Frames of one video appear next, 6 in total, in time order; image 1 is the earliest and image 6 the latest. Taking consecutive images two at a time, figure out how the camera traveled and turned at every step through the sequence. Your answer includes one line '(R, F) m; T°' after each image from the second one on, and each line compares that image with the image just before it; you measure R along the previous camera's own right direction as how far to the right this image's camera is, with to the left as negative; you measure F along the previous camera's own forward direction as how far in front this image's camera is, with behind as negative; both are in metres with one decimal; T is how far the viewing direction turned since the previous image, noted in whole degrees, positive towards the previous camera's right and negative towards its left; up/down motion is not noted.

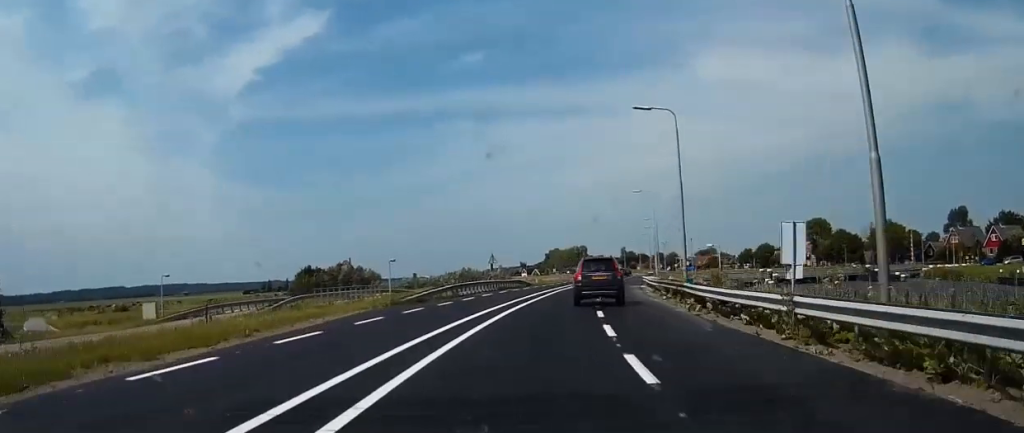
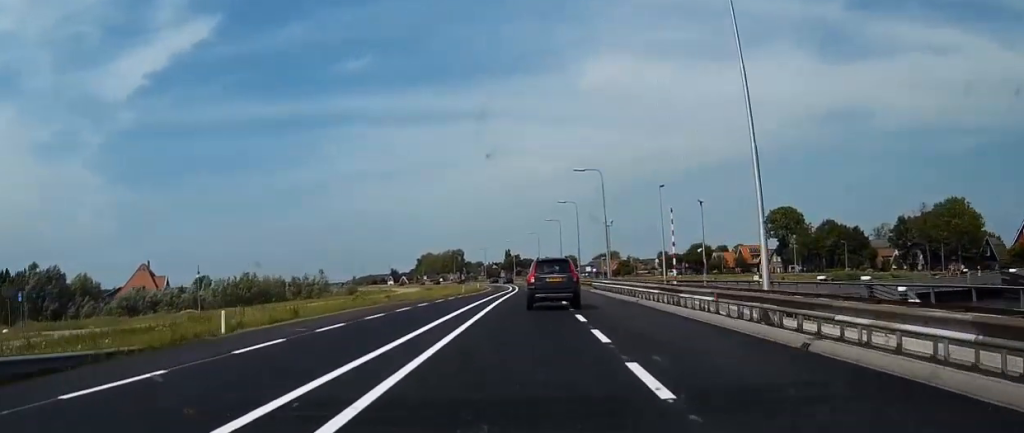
(+6.7, +70.2) m; +9°
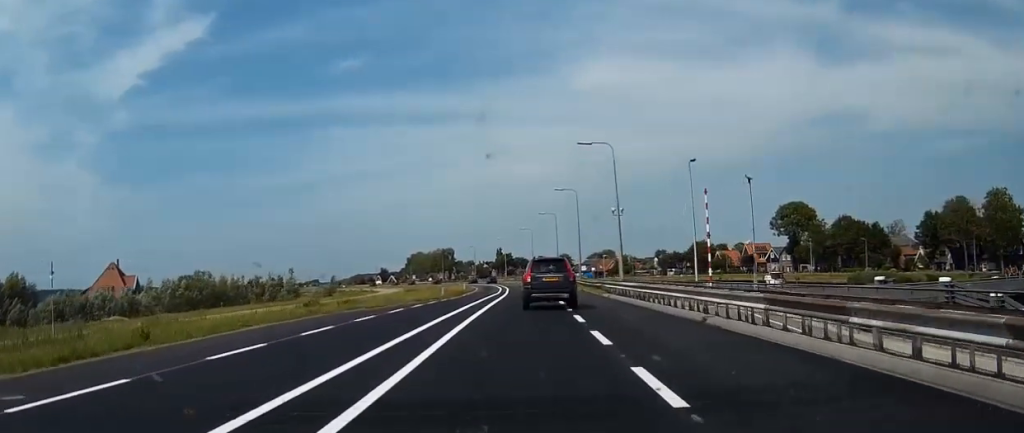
(+0.1, +12.9) m; +1°
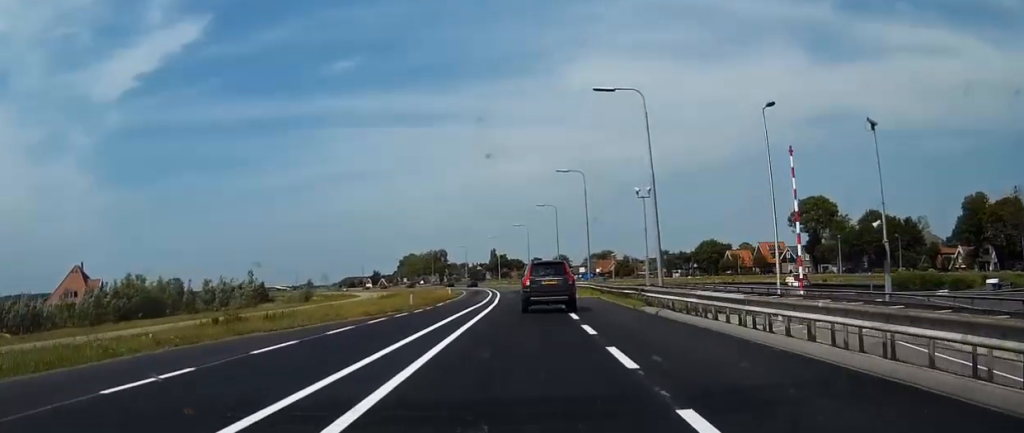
(0.0, +15.3) m; 0°
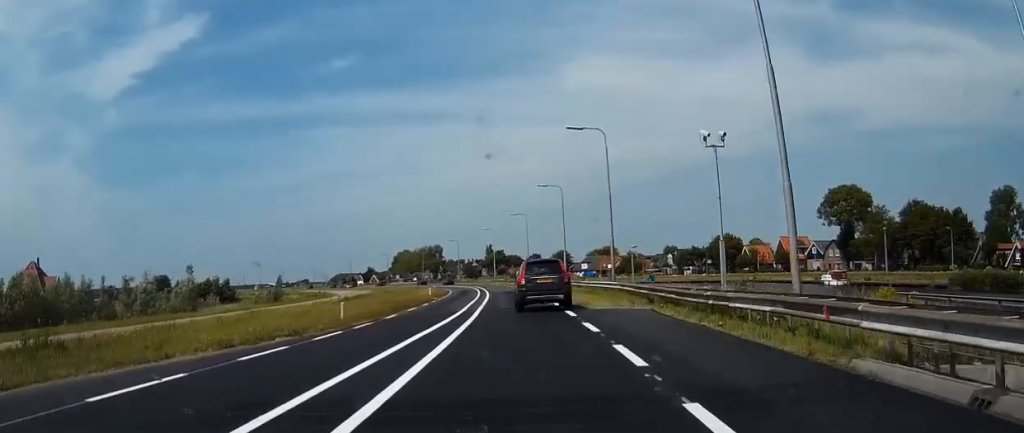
(0.0, +17.8) m; 0°
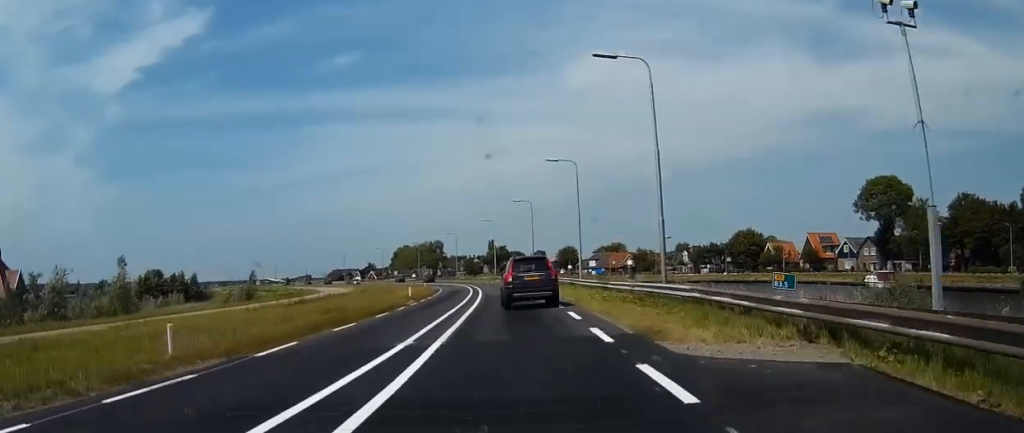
(+0.1, +15.2) m; 0°
